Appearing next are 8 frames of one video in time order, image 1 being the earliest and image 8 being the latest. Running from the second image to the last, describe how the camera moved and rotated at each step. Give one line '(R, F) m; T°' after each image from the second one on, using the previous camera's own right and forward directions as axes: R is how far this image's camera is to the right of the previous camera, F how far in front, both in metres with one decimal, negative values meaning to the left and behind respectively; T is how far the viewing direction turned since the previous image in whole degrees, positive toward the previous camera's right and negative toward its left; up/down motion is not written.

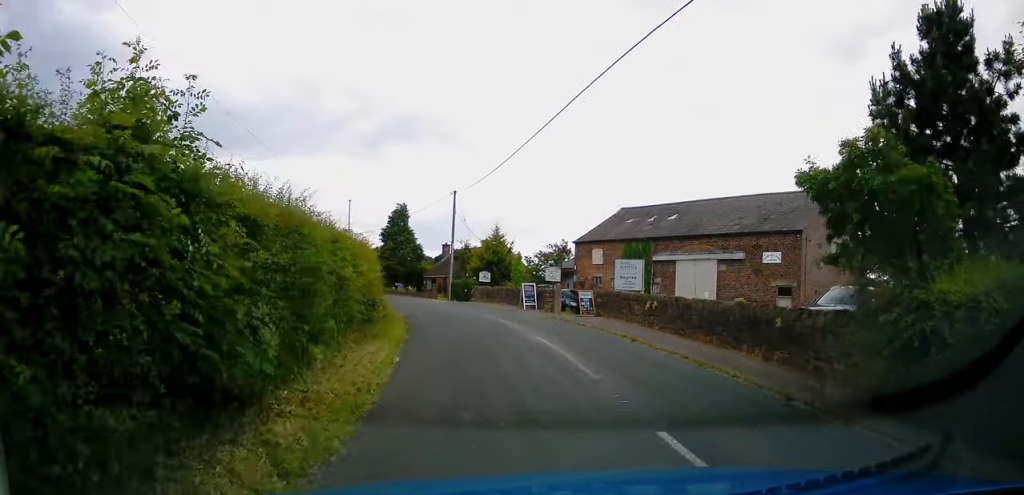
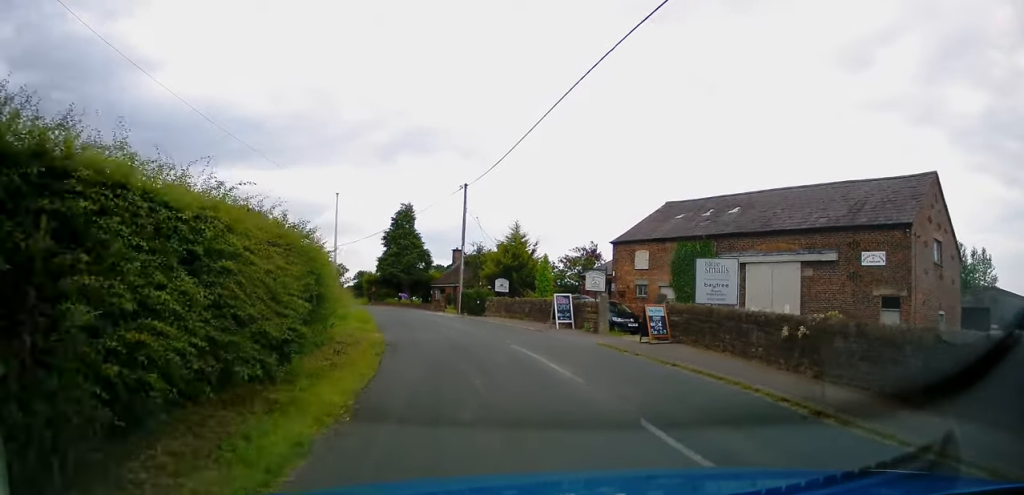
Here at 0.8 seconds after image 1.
(+0.1, +8.1) m; -2°
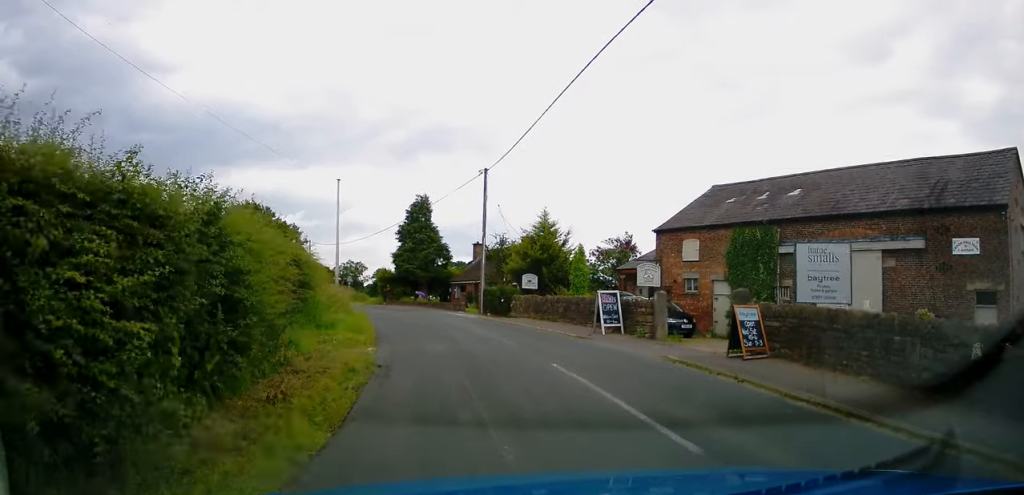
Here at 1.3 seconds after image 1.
(+0.2, +4.6) m; -2°
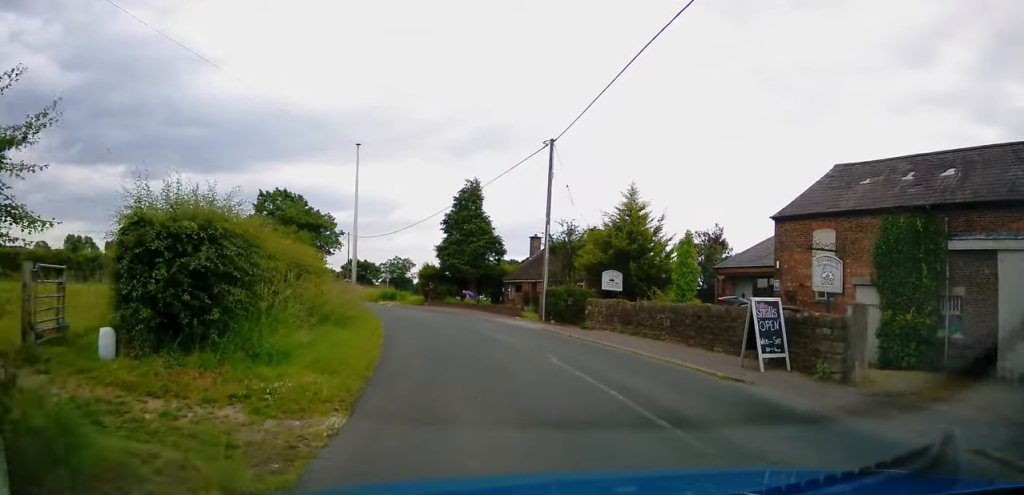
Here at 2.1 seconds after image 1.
(-0.6, +7.6) m; -5°
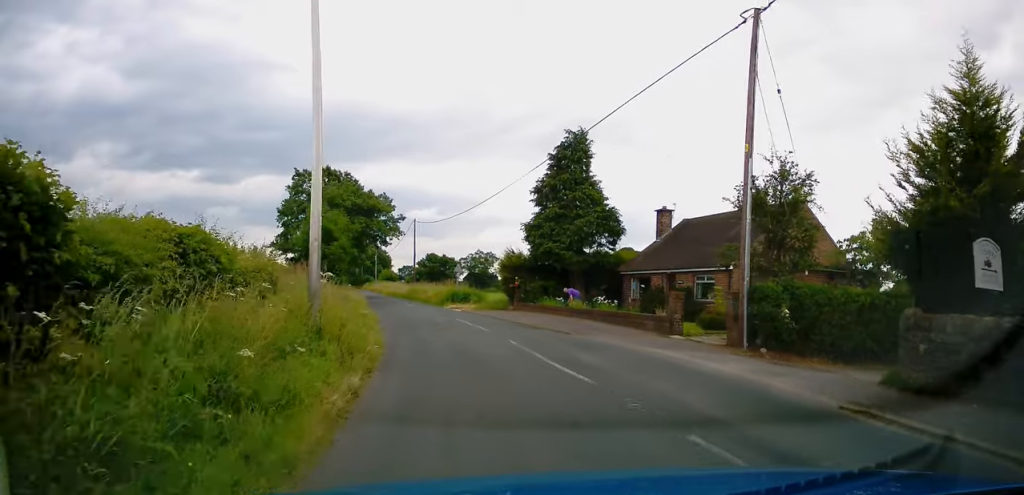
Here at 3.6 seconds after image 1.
(-1.1, +14.9) m; -9°
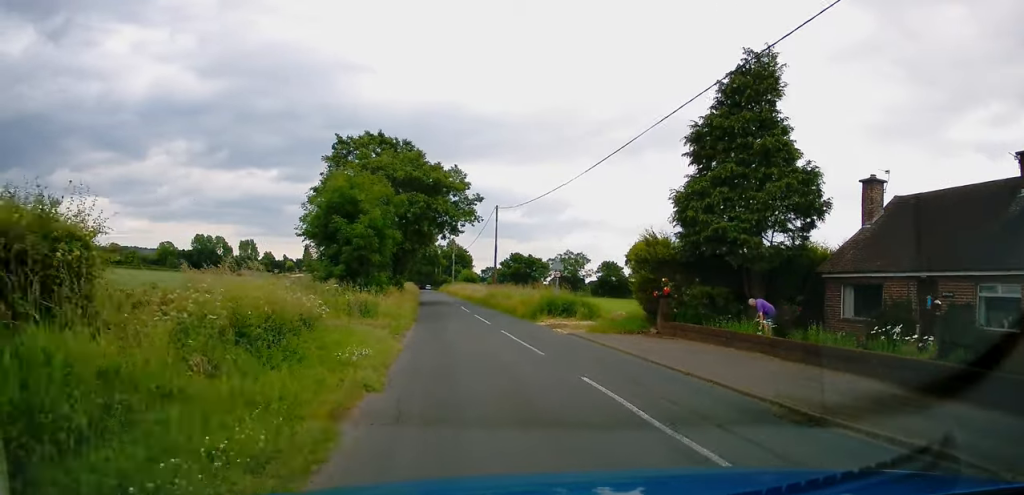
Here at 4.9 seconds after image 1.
(-0.9, +13.9) m; -7°
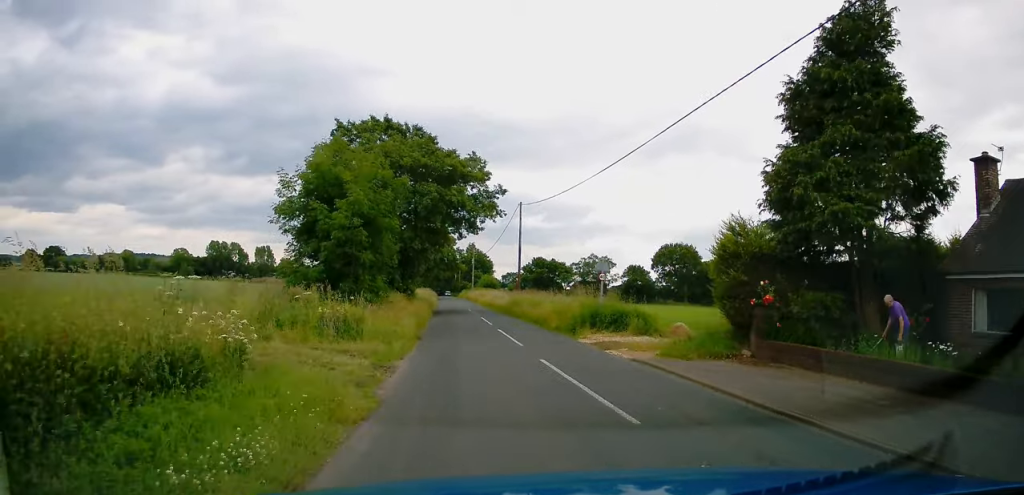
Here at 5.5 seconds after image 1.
(-0.1, +5.9) m; -2°
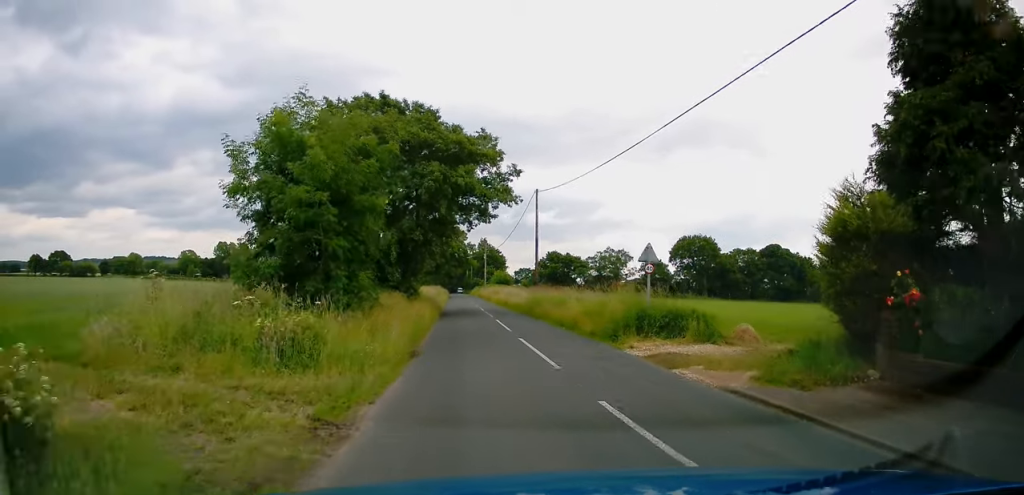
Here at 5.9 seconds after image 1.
(-0.2, +4.6) m; -1°
